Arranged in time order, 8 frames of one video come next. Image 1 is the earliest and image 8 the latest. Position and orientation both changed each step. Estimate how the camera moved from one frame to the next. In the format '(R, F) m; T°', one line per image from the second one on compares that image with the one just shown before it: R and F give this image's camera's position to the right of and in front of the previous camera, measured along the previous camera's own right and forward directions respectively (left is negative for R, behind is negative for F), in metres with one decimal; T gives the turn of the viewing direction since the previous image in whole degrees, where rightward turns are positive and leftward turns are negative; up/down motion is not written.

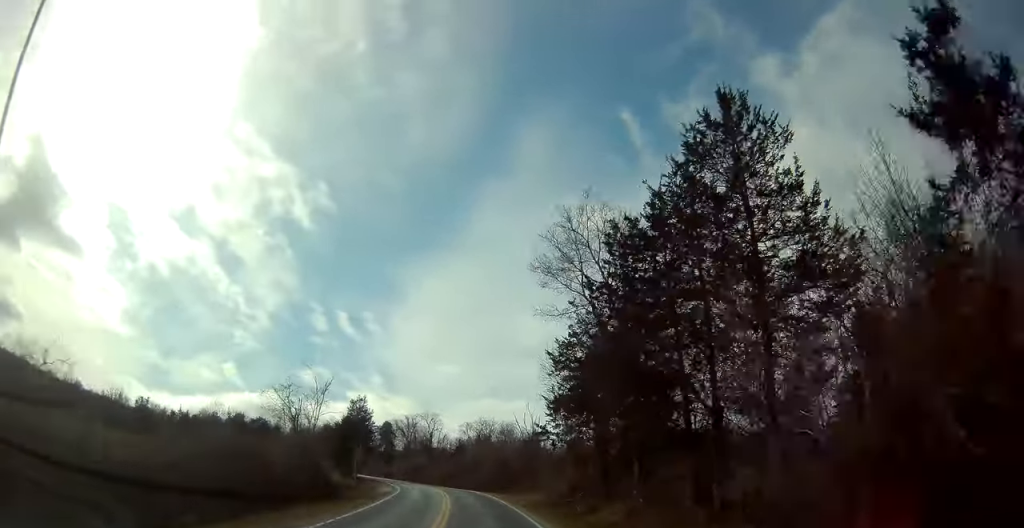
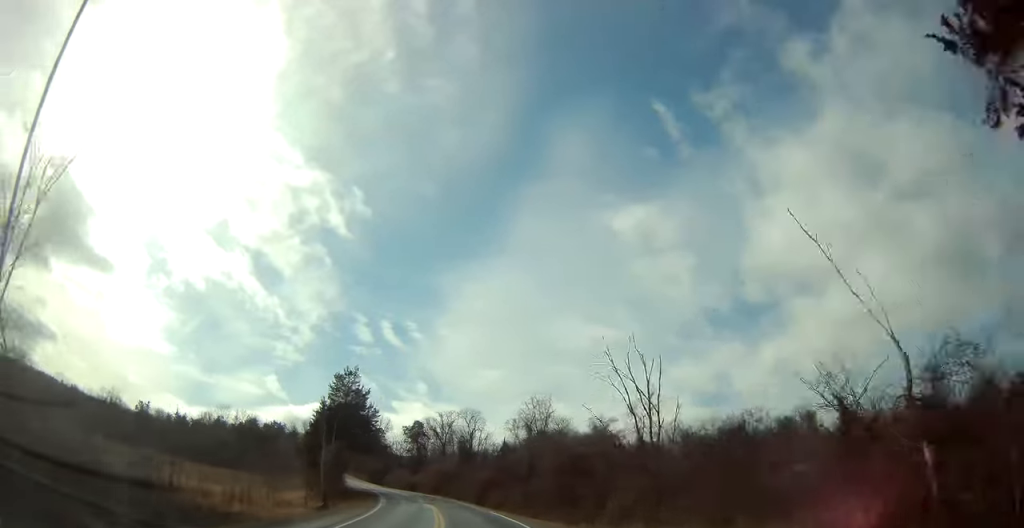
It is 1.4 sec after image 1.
(-1.0, +28.6) m; -4°
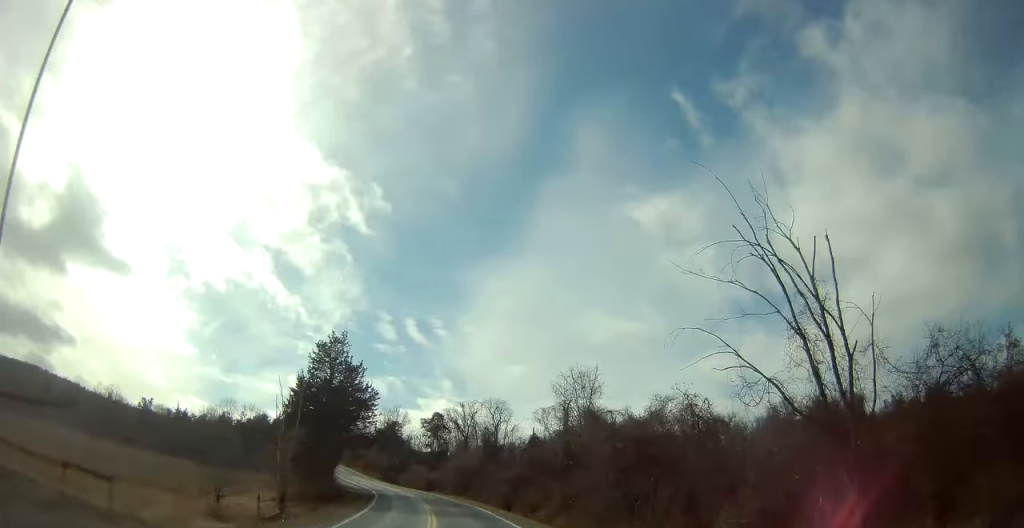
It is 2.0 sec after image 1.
(-0.2, +12.8) m; -3°
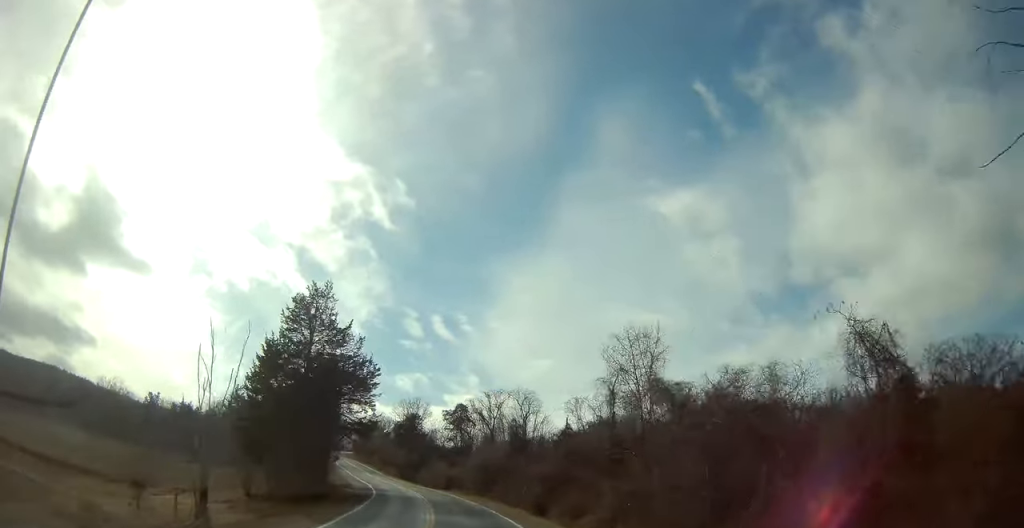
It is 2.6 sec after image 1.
(-0.2, +10.7) m; -3°
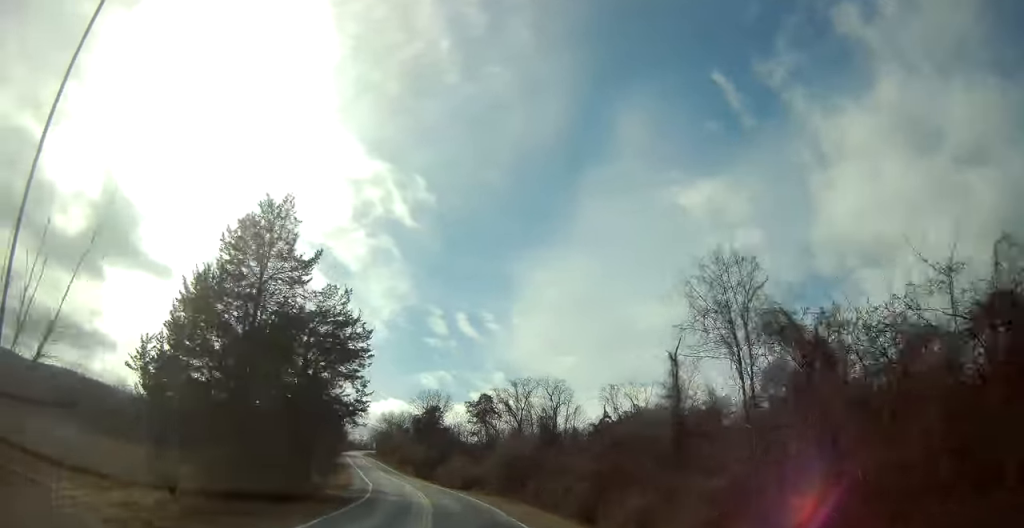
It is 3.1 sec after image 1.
(-0.3, +10.7) m; -3°
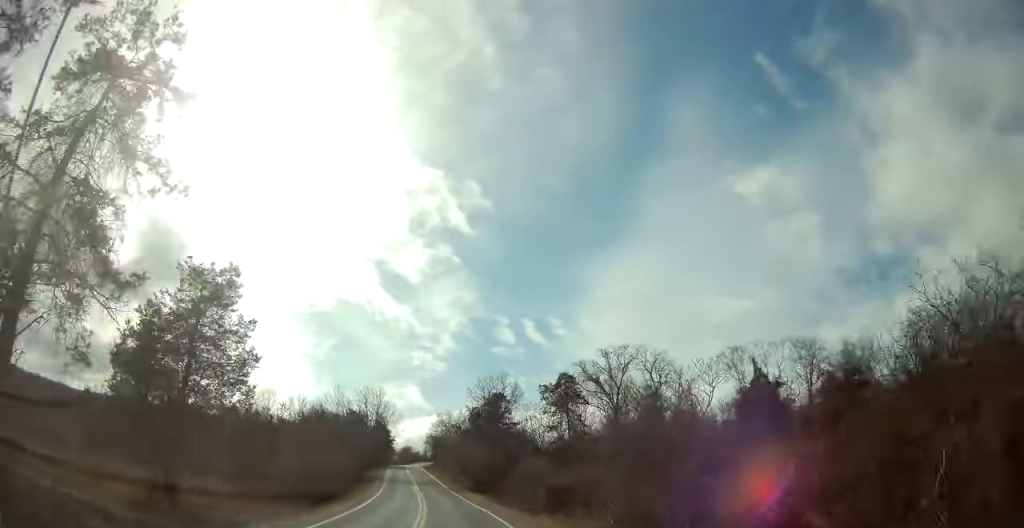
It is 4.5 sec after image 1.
(-1.7, +27.9) m; -6°
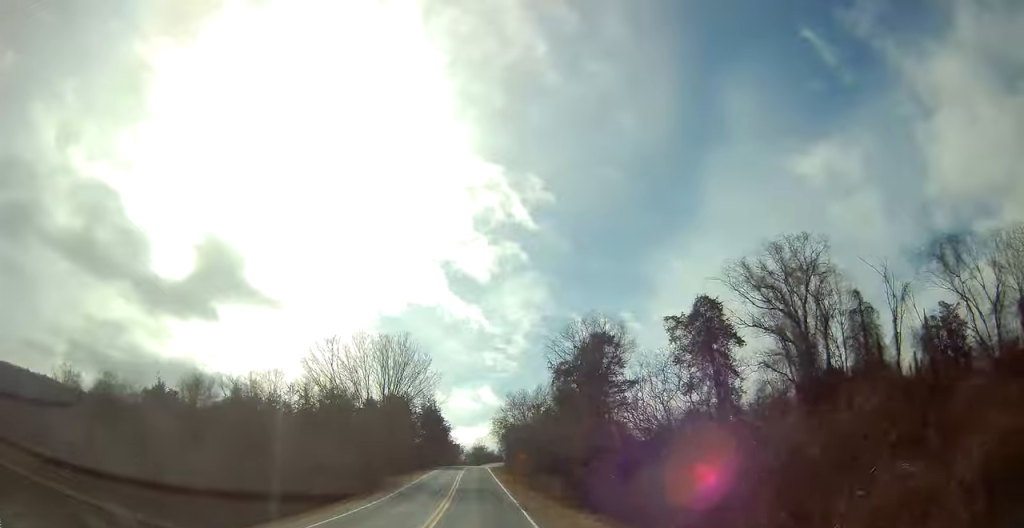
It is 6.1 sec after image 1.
(-1.9, +31.9) m; -8°
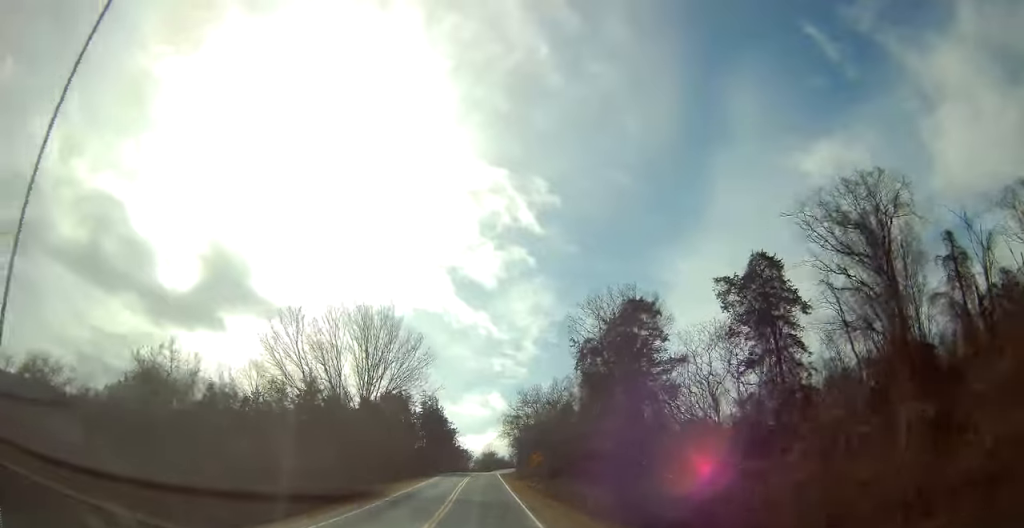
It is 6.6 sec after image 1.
(-0.4, +10.5) m; -3°
